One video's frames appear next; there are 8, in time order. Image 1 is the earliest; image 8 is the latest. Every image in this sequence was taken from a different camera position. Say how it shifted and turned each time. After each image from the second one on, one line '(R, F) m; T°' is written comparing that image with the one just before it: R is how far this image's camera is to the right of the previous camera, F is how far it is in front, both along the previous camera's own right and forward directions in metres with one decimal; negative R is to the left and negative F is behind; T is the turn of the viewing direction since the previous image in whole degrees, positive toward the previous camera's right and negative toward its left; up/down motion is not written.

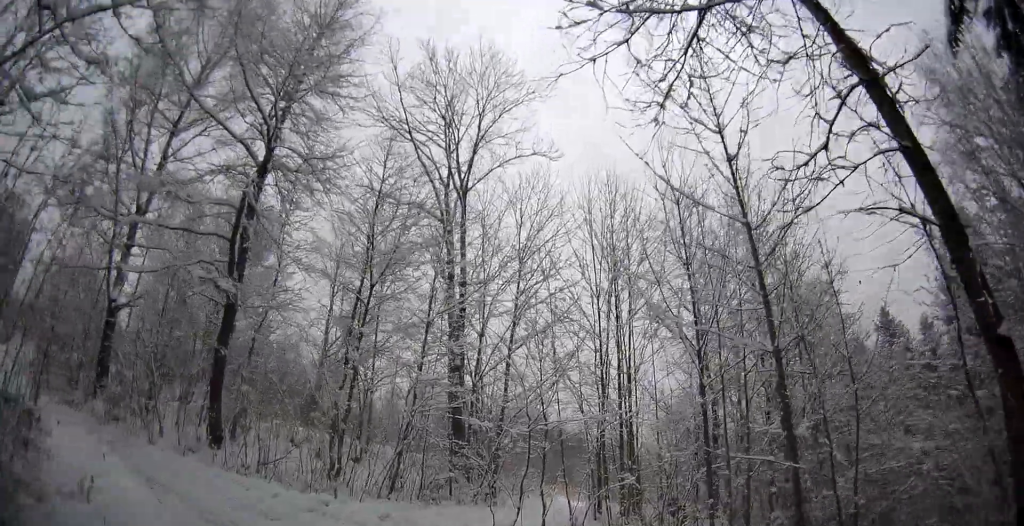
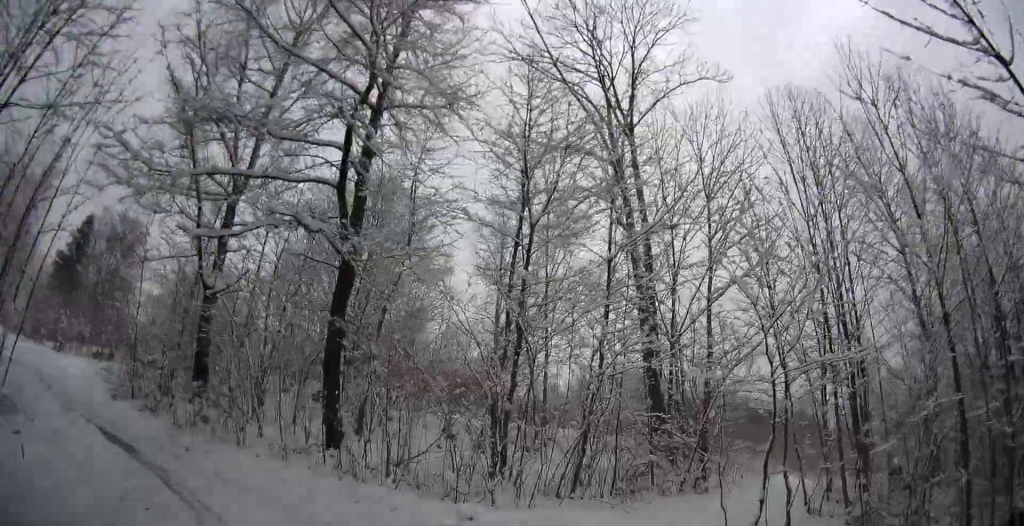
(-0.4, +4.1) m; -22°
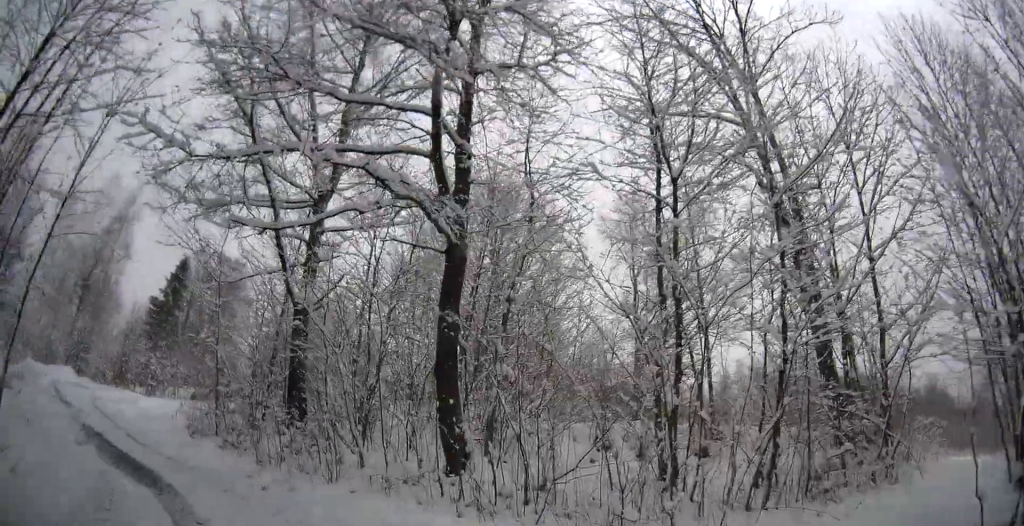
(-0.4, +2.2) m; -15°
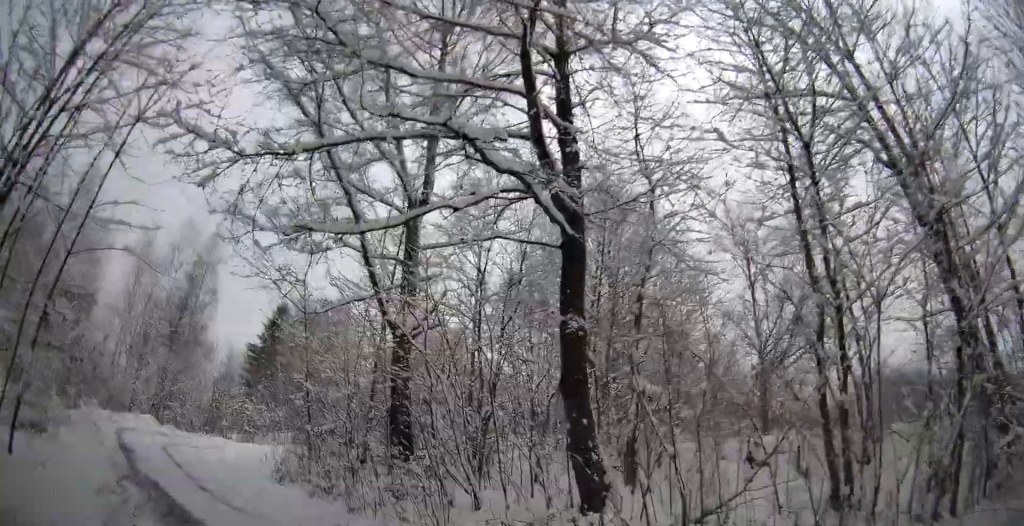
(-0.6, +1.4) m; -7°
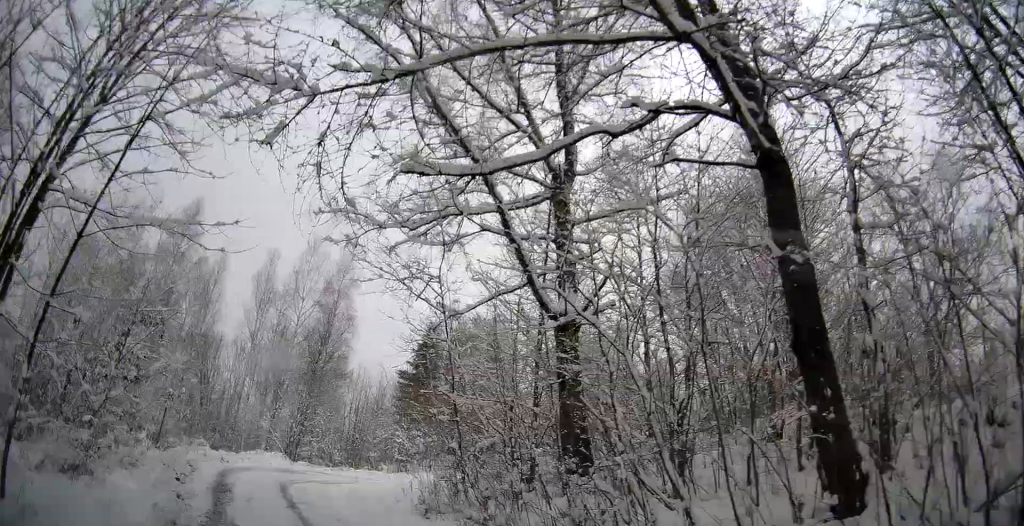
(-0.1, +2.3) m; -12°
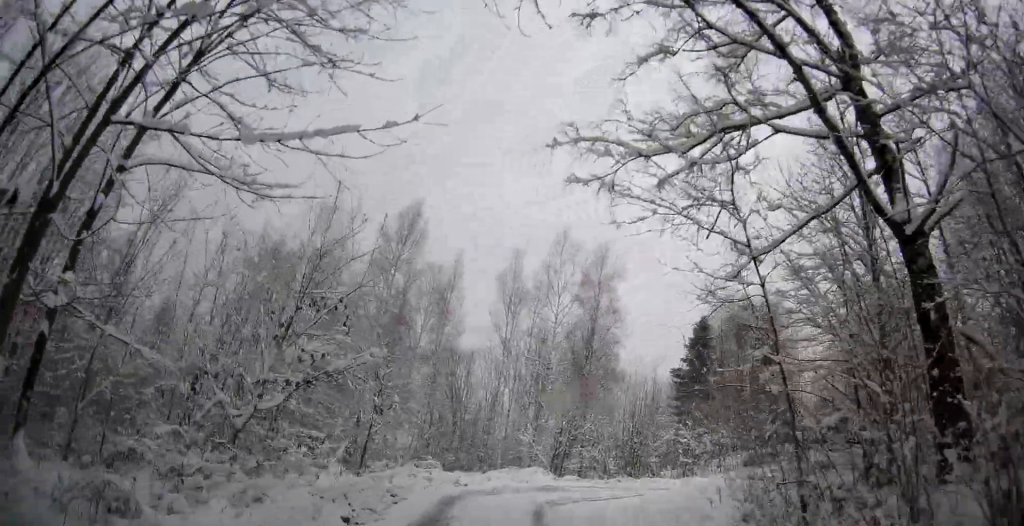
(-0.1, +3.2) m; -25°
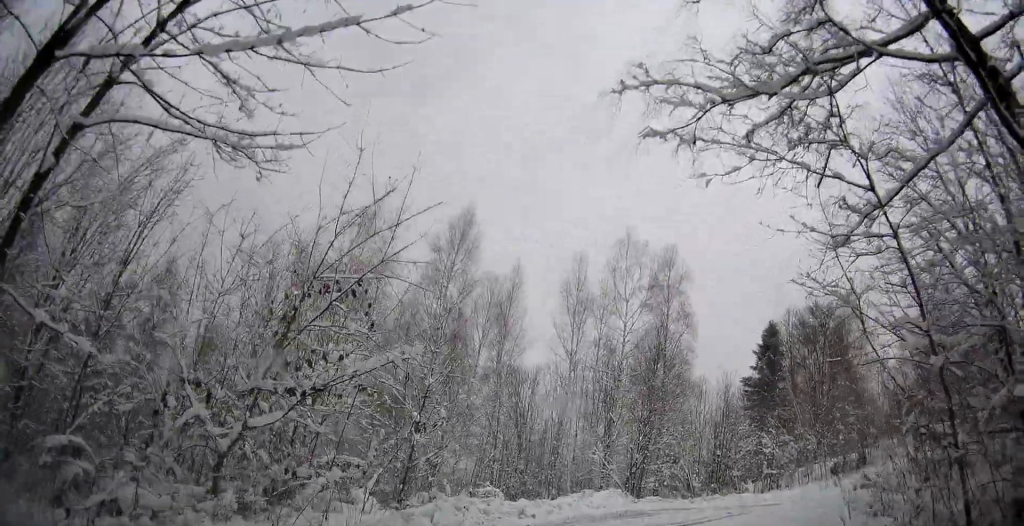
(-0.6, +2.1) m; -22°
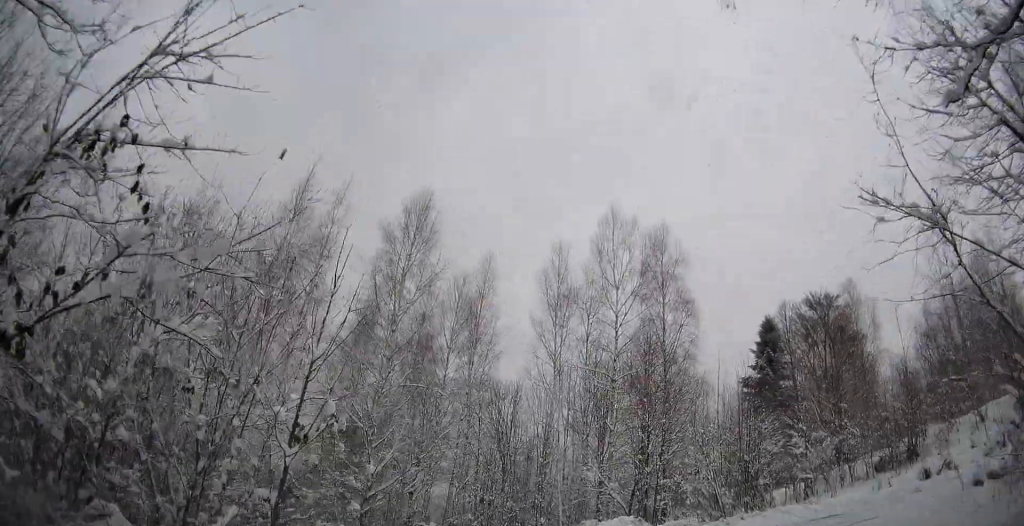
(-1.0, +4.5) m; -3°
